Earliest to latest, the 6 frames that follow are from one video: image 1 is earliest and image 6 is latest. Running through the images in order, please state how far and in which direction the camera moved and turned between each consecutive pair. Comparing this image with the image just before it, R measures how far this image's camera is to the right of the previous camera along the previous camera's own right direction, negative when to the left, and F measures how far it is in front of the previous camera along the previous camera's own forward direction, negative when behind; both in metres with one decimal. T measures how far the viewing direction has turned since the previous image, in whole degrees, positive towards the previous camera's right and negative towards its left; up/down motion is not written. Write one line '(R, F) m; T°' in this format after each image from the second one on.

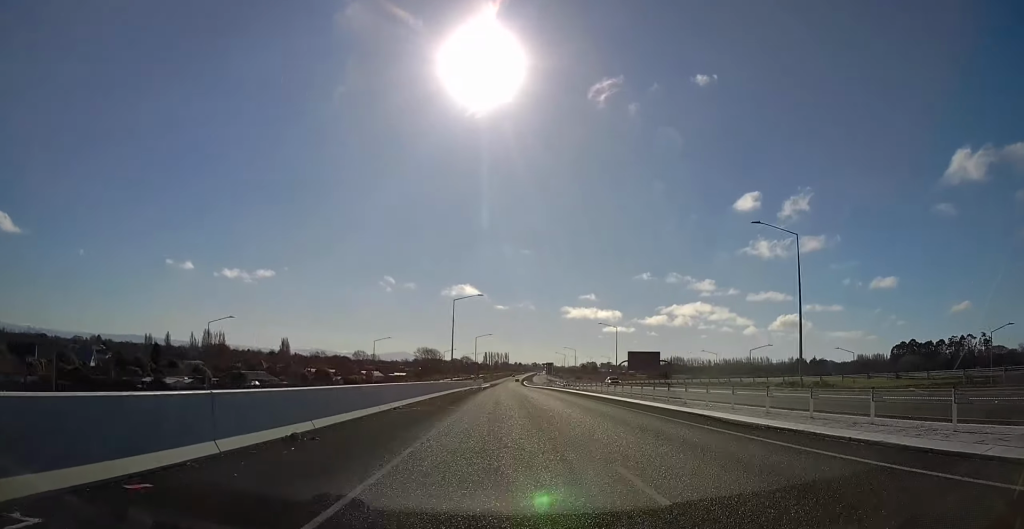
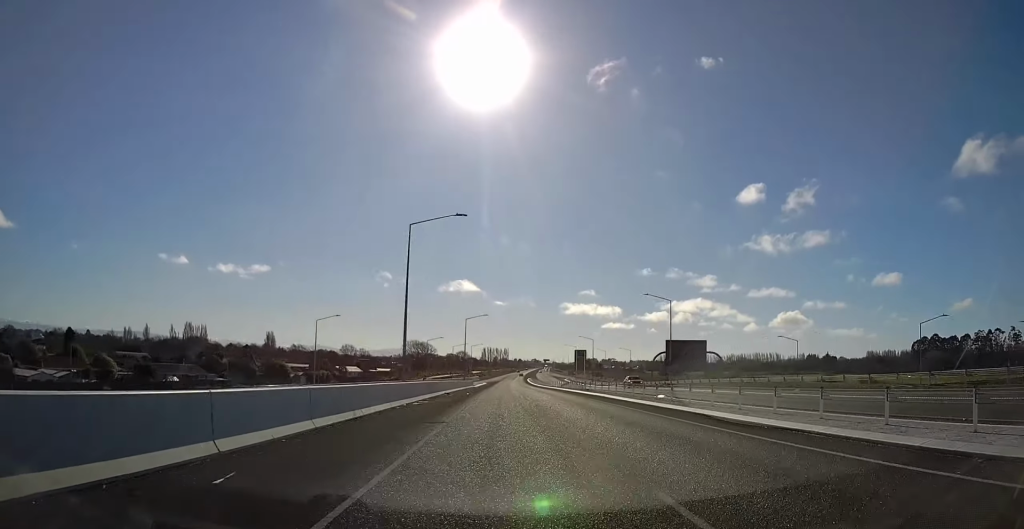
(-0.3, +42.6) m; 0°
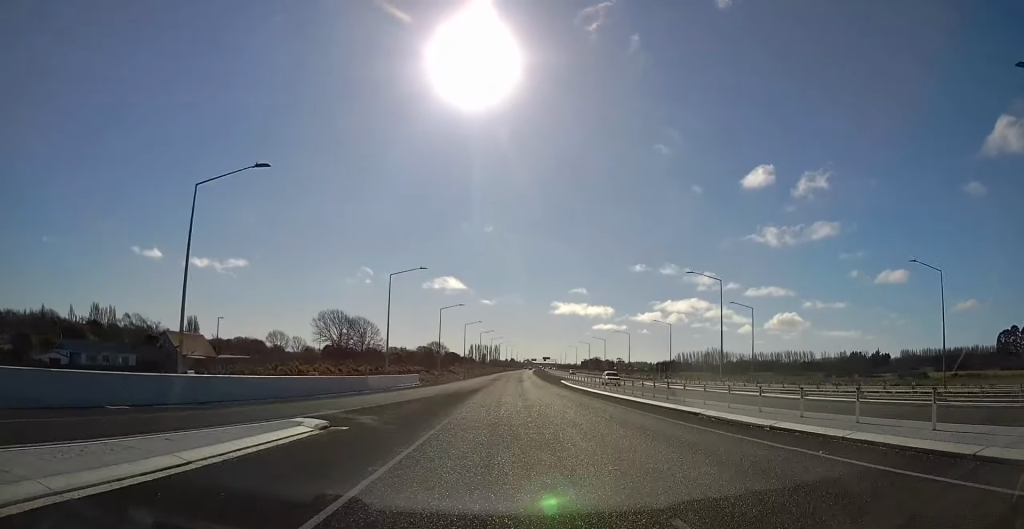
(+1.9, +155.8) m; +1°
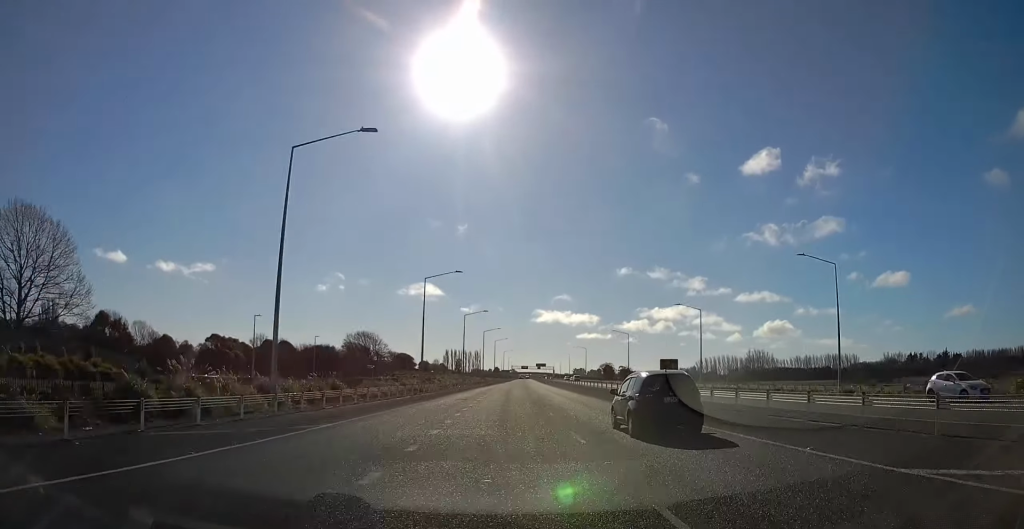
(+2.3, +159.4) m; +2°
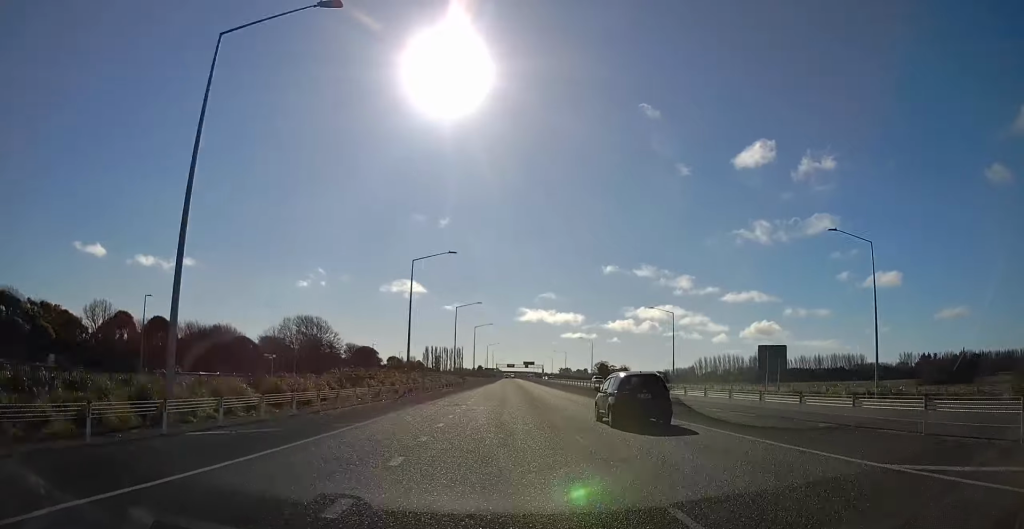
(+0.7, +49.8) m; +1°
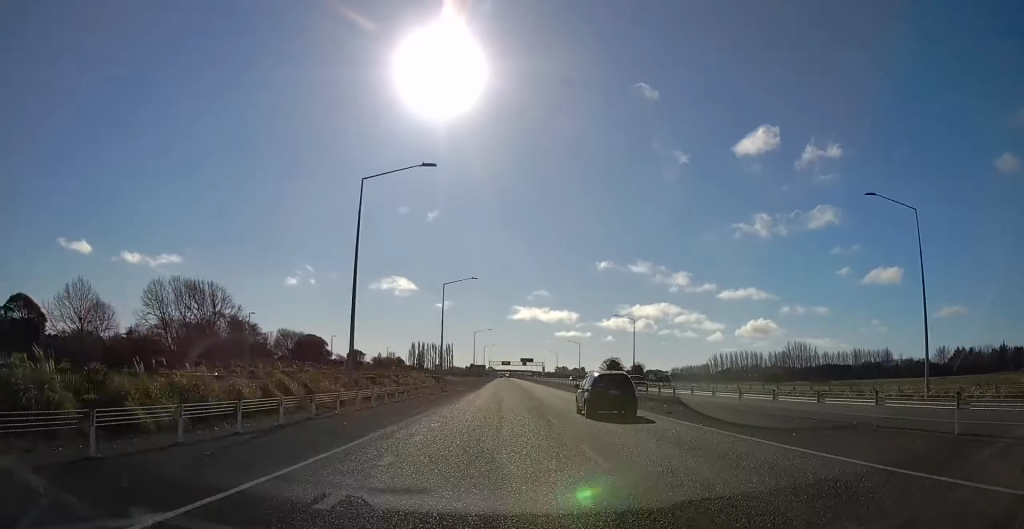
(+0.1, +63.3) m; 0°
